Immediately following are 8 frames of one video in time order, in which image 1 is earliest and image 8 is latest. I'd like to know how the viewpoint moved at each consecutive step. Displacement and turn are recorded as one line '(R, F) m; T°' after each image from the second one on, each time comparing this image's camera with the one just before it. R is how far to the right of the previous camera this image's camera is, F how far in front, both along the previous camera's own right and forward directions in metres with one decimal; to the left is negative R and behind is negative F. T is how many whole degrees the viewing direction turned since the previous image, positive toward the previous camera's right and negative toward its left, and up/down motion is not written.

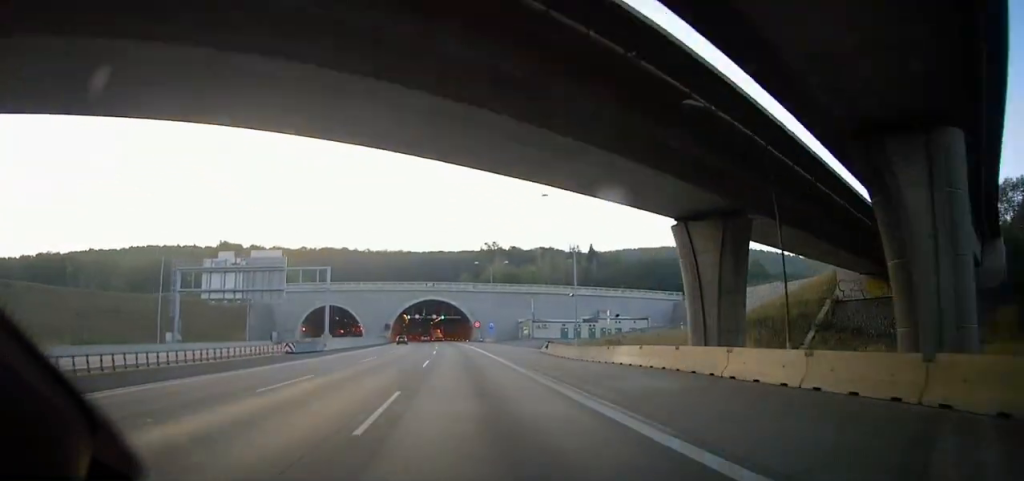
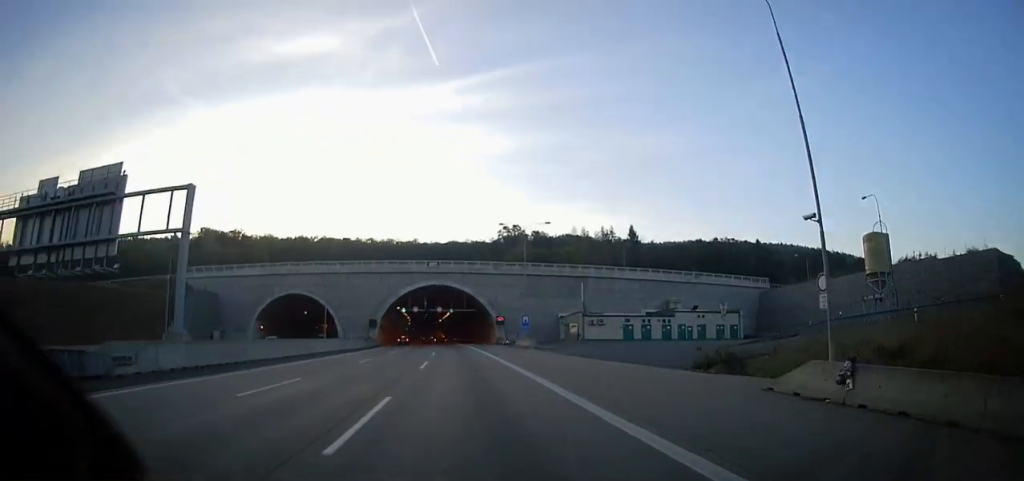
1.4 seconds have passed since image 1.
(-0.1, +36.7) m; -1°
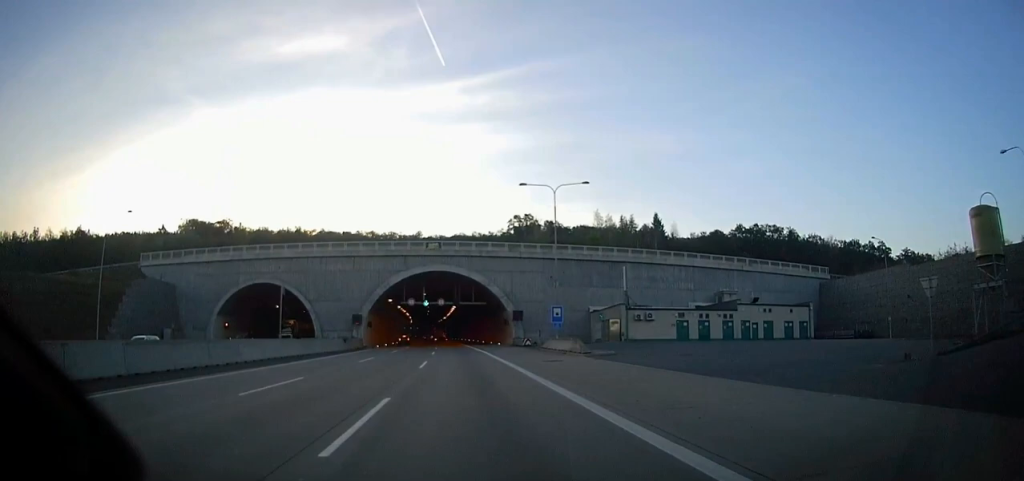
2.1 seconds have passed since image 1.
(-0.2, +17.9) m; -1°
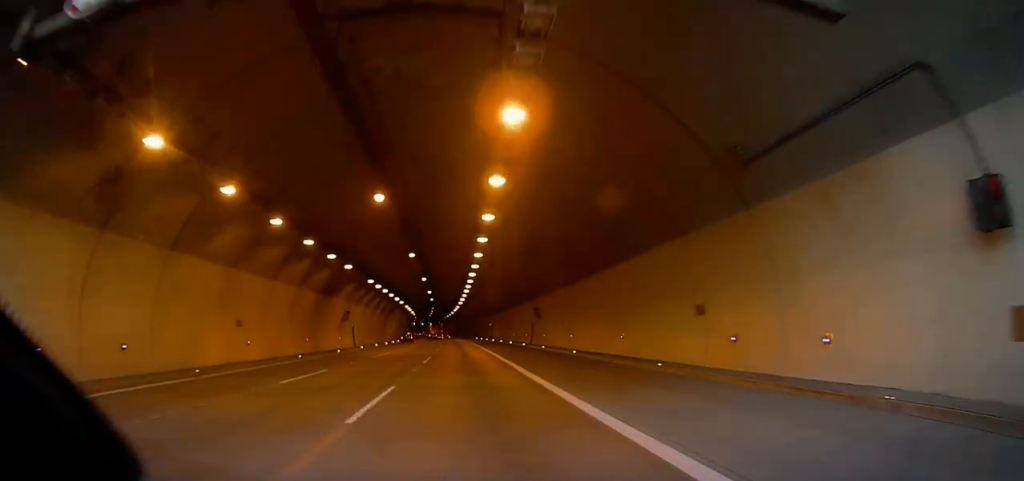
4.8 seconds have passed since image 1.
(-1.1, +68.5) m; -1°
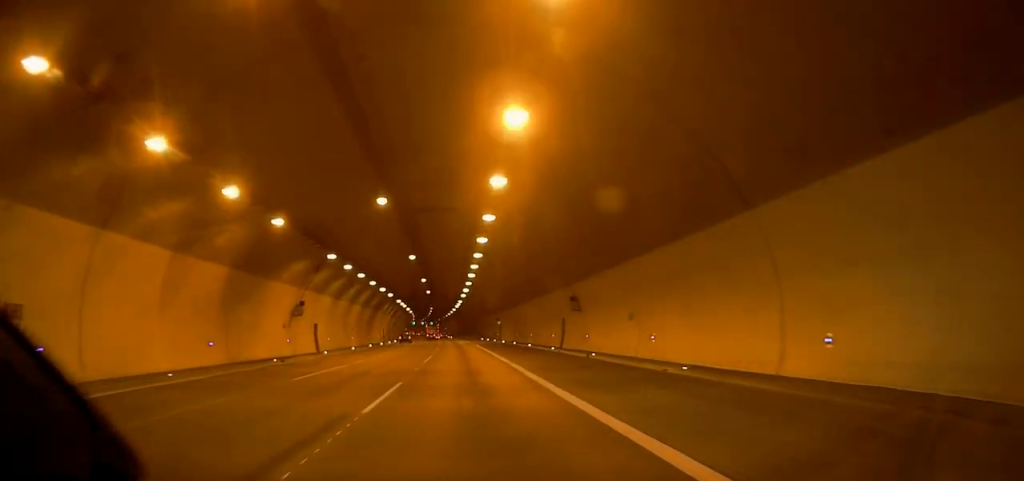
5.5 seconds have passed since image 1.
(0.0, +16.7) m; 0°
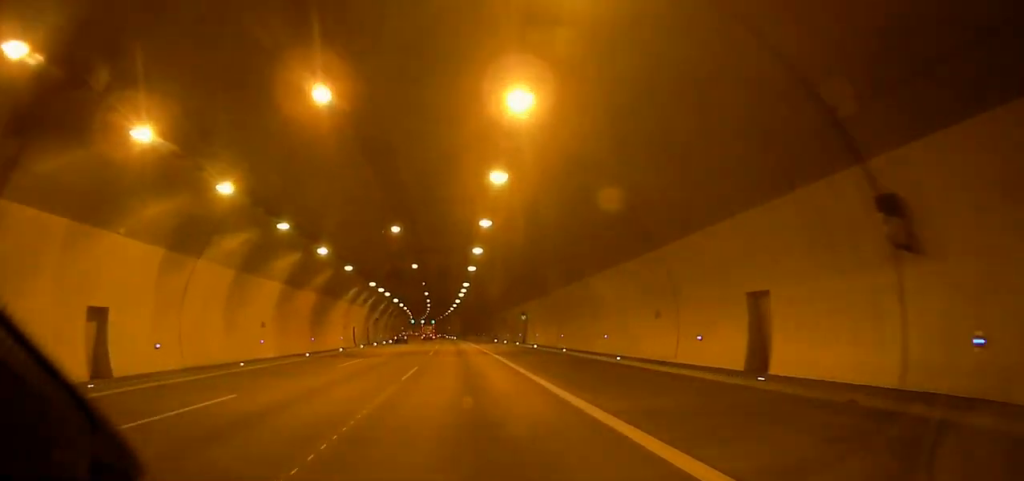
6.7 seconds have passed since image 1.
(0.0, +28.9) m; 0°
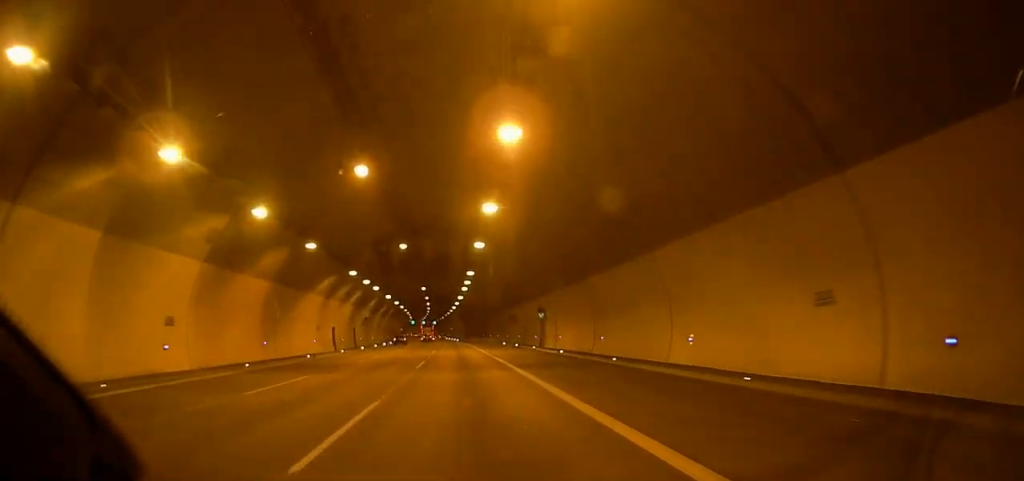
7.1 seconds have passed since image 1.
(0.0, +11.5) m; 0°
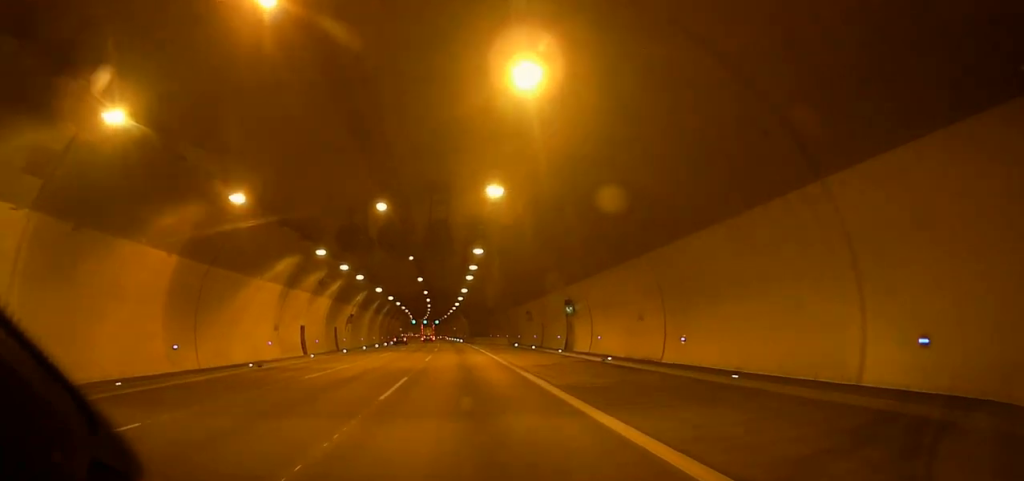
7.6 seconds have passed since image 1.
(0.0, +11.5) m; 0°
